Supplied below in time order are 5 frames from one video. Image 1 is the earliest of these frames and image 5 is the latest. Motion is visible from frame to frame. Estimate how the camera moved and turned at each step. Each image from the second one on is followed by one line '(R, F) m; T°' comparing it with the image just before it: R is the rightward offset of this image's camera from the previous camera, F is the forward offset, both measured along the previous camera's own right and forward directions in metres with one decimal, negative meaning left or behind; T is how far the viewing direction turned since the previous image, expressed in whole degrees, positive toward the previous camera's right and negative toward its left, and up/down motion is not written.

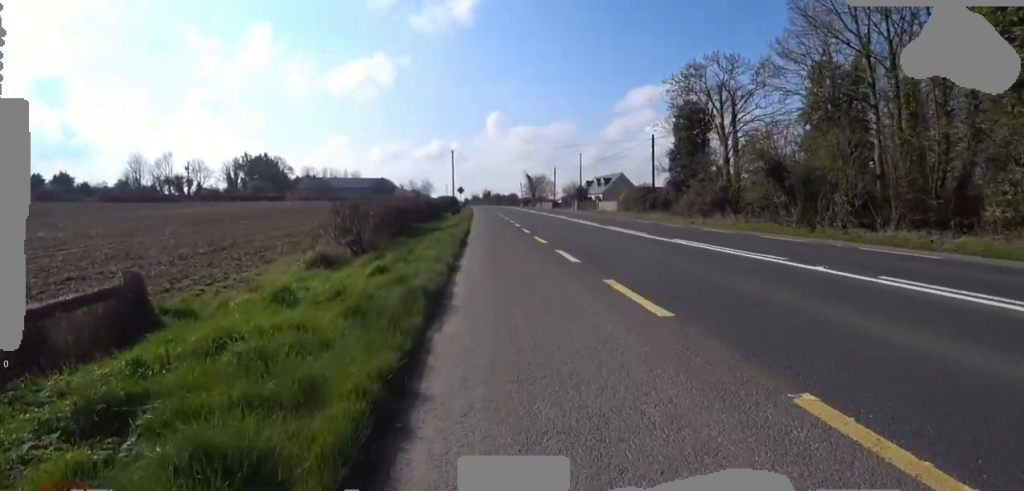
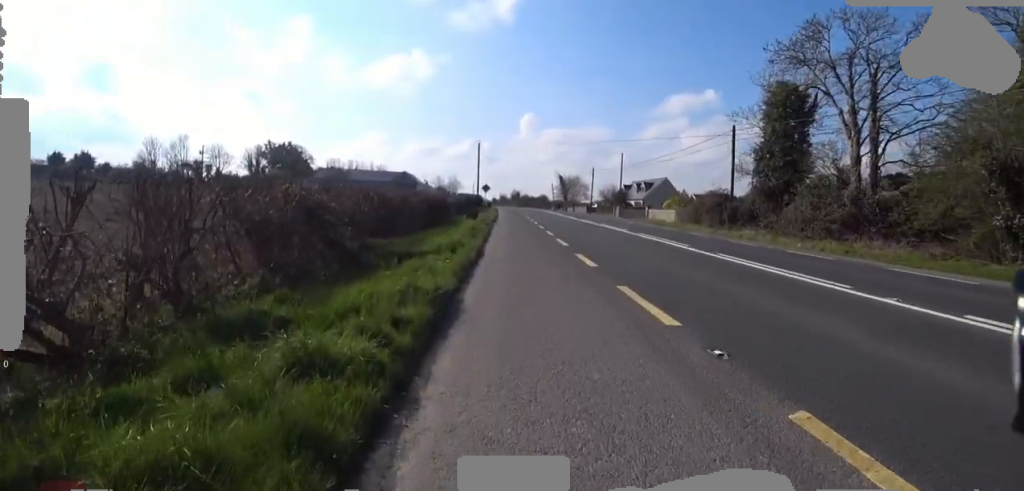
(-1.4, +7.6) m; -9°
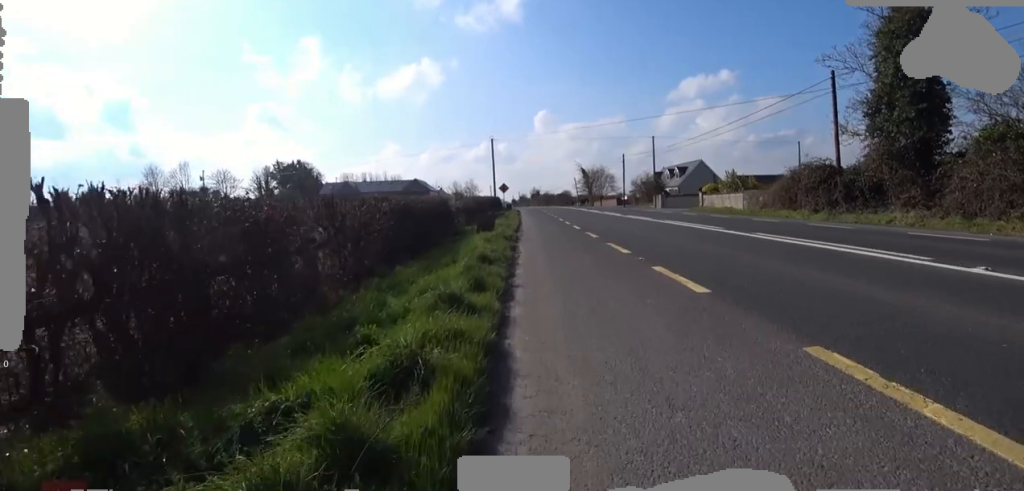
(+0.4, +6.8) m; 0°
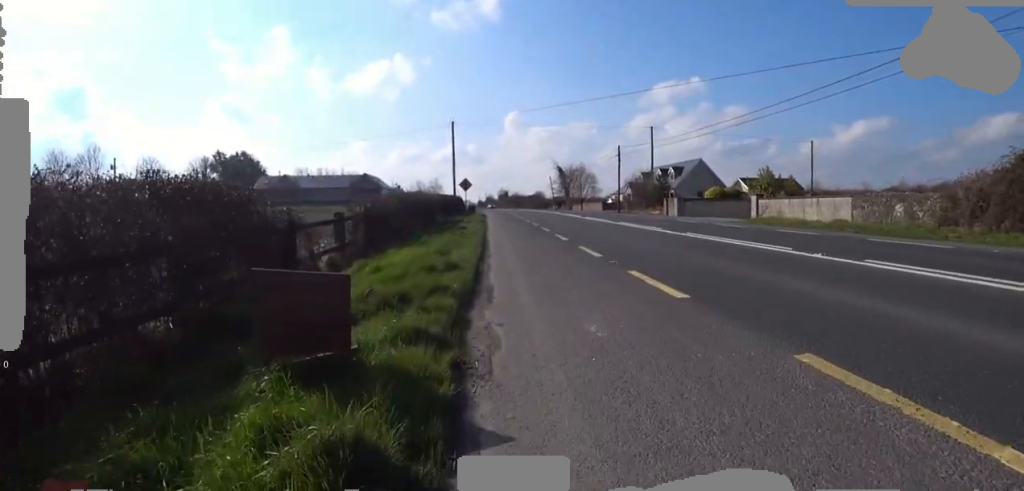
(+1.2, +11.8) m; +2°
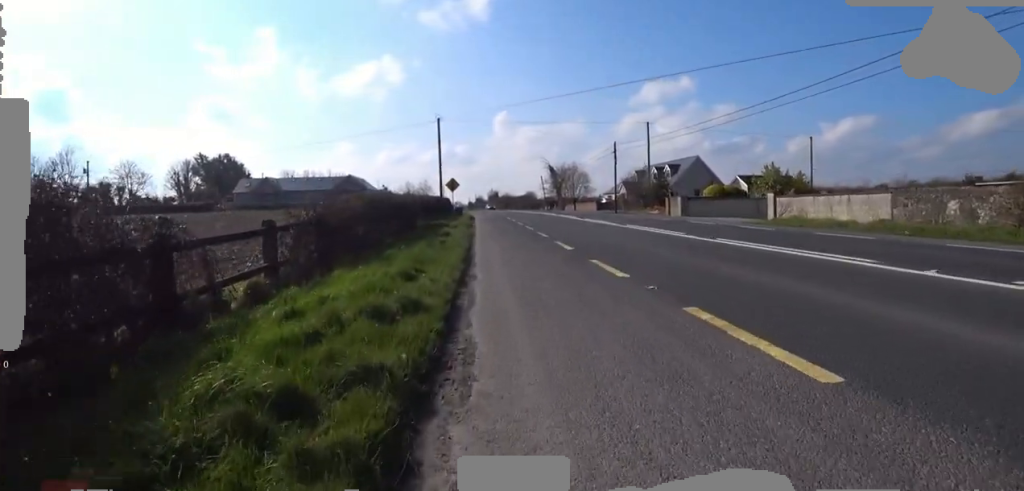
(-0.3, +2.4) m; -3°
